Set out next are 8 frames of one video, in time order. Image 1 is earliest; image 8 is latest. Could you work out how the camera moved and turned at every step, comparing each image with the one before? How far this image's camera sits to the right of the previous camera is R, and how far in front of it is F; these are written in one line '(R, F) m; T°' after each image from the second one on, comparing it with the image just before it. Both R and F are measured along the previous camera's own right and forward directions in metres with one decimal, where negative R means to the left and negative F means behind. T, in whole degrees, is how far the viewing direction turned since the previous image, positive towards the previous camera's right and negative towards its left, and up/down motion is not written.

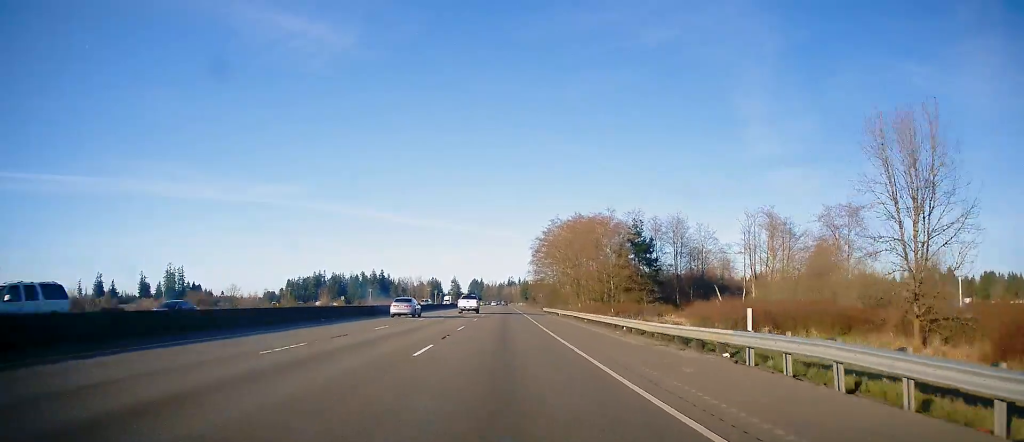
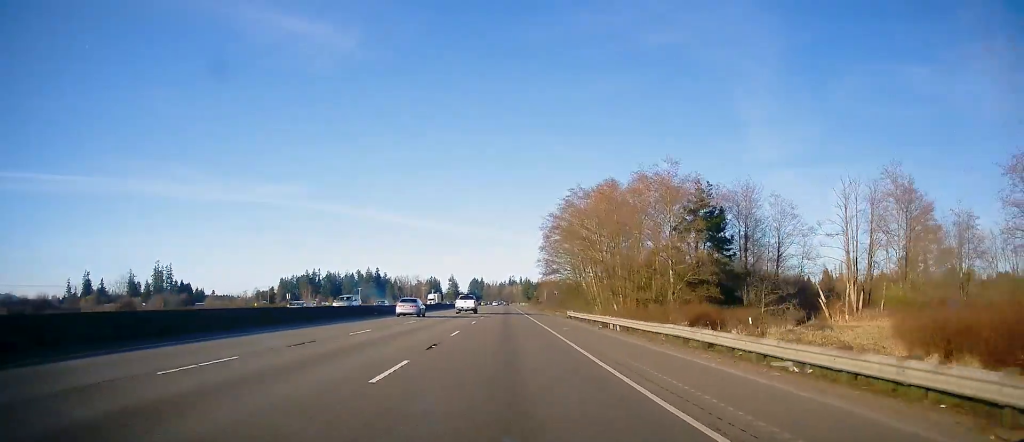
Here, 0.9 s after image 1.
(0.0, +28.8) m; 0°
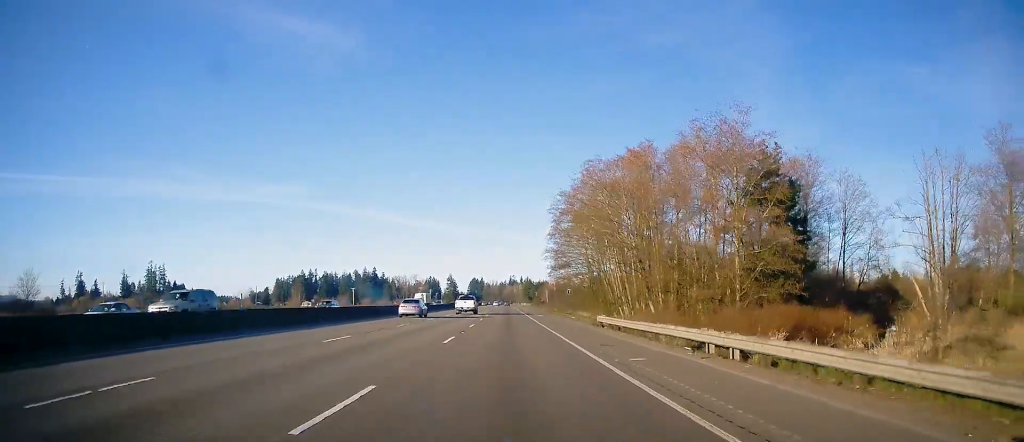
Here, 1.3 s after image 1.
(-0.1, +15.5) m; 0°
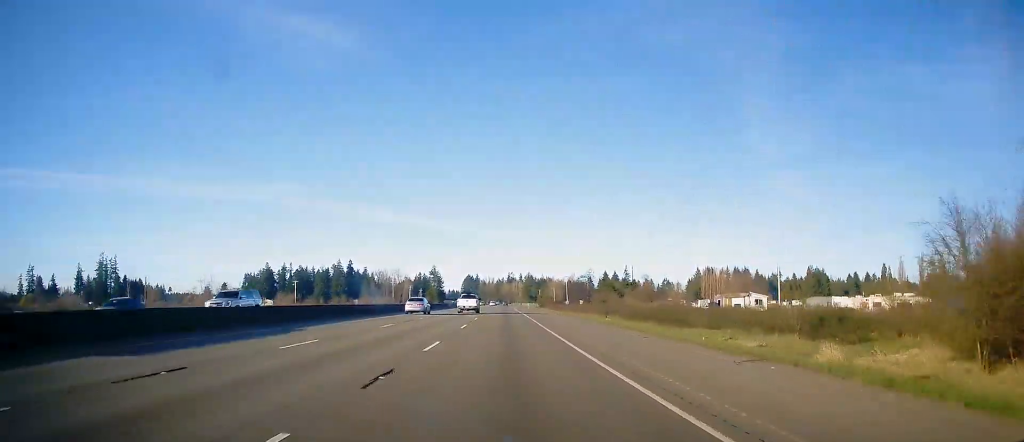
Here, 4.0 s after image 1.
(-0.3, +89.7) m; 0°
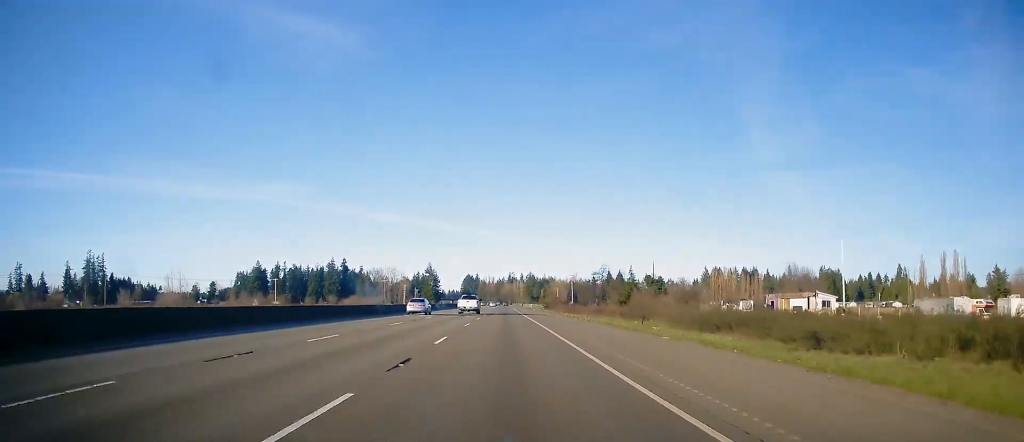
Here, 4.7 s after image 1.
(0.0, +22.1) m; 0°
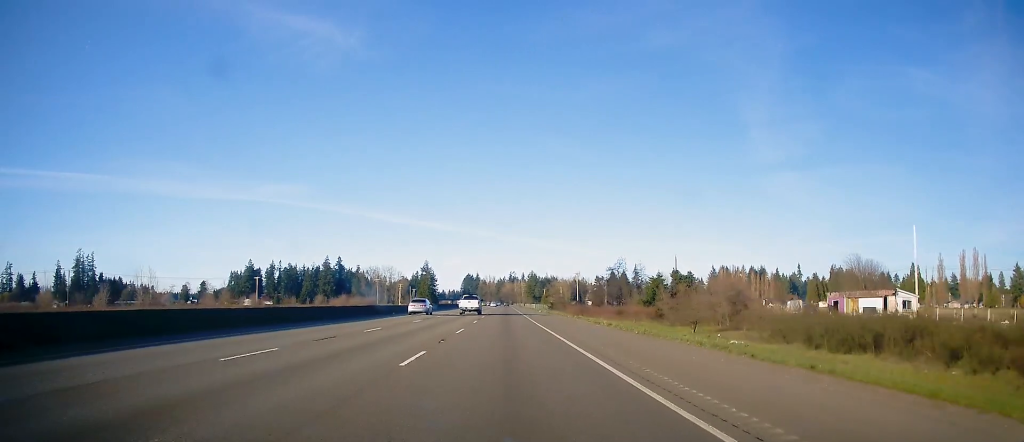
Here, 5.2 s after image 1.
(0.0, +17.7) m; 0°
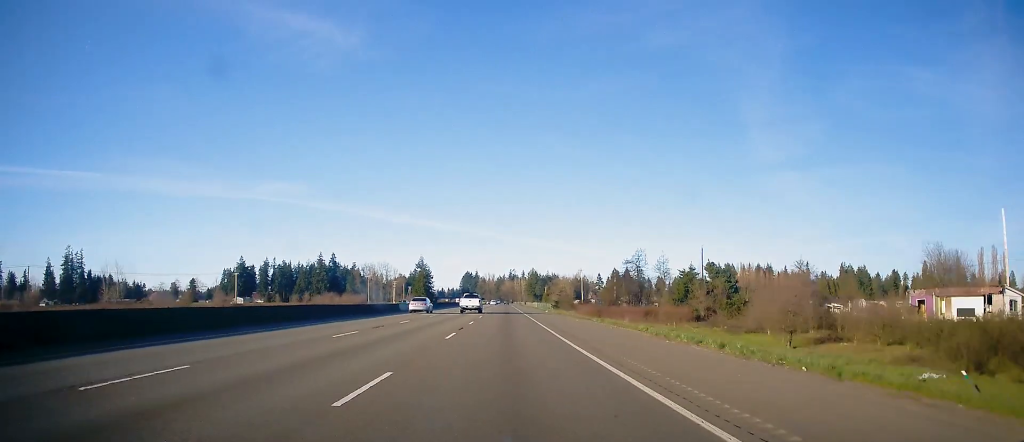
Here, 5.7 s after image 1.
(0.0, +16.6) m; 0°
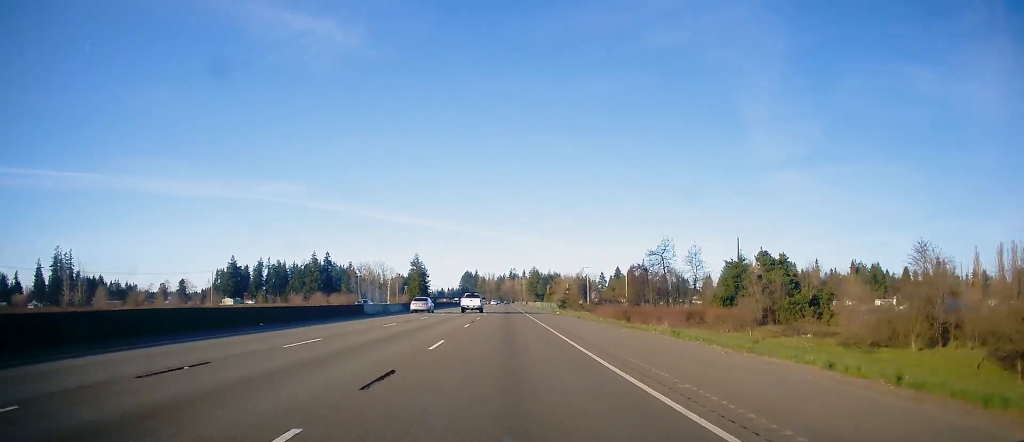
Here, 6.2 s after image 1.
(0.0, +16.6) m; 0°
